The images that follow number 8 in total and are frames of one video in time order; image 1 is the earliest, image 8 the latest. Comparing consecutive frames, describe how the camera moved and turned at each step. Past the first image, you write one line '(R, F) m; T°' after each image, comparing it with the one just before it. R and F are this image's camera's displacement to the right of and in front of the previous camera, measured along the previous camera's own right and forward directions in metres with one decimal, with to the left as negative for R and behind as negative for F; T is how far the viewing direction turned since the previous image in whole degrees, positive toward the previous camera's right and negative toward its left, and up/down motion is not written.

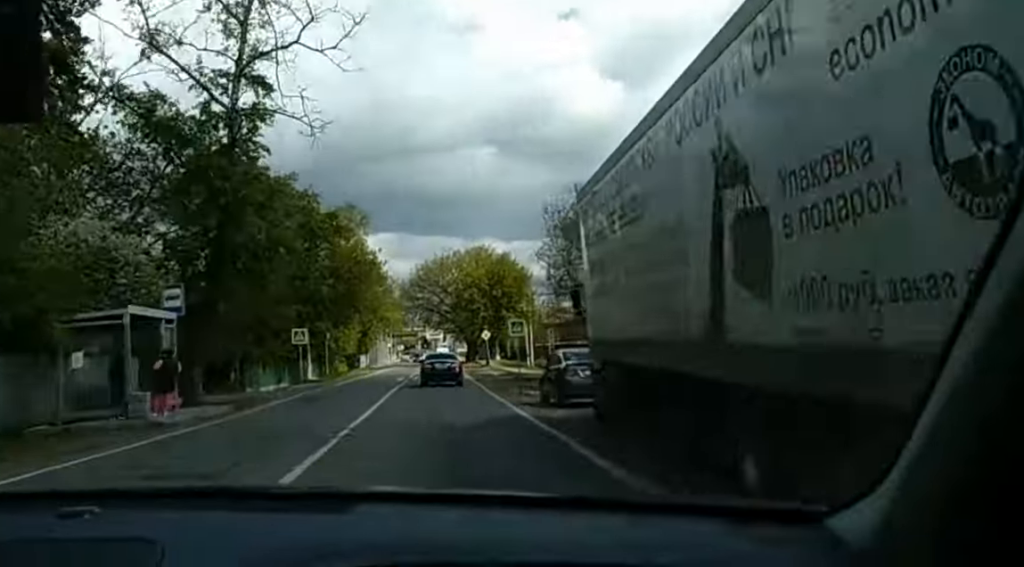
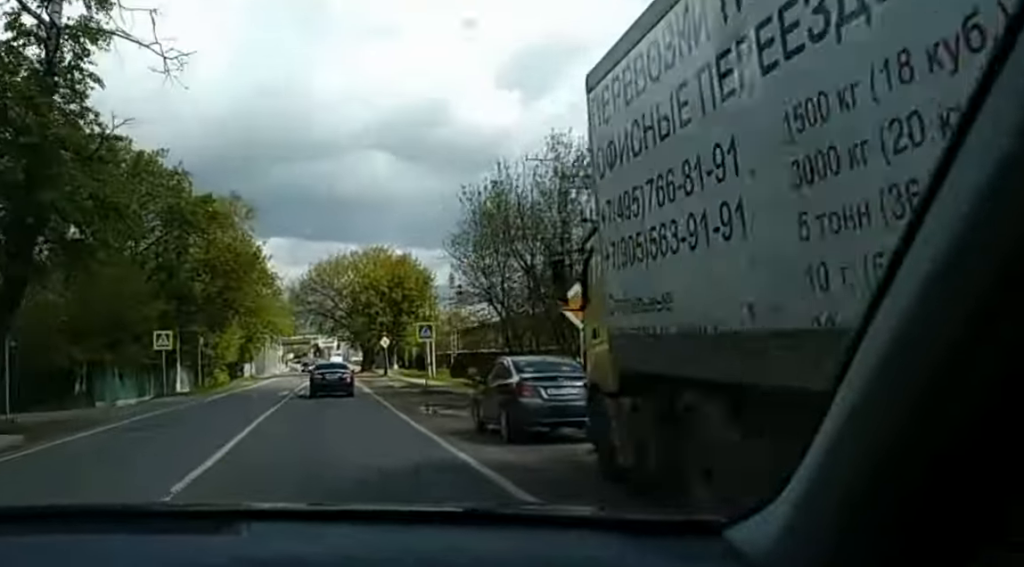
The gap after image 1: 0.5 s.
(-0.1, +6.1) m; +1°
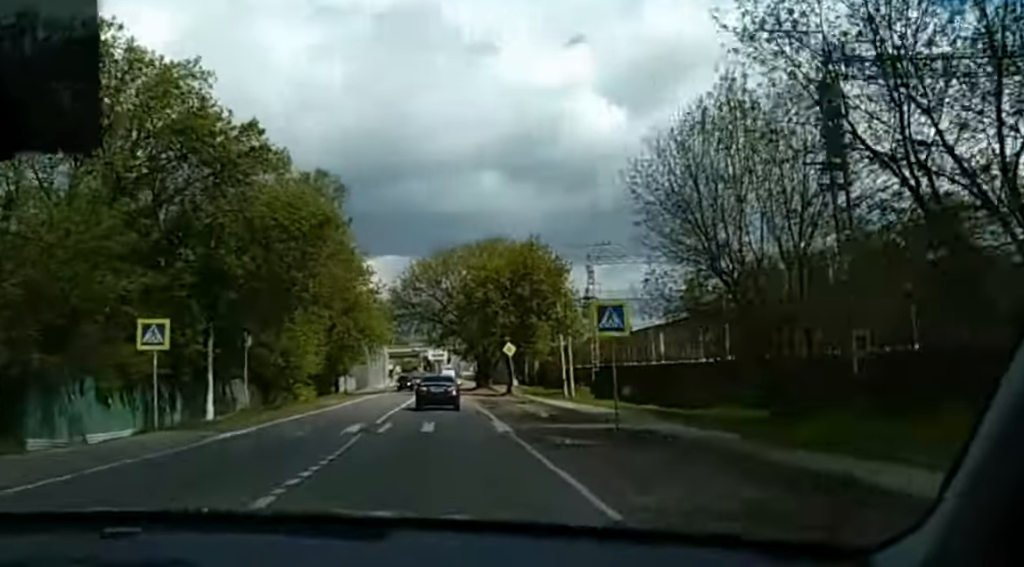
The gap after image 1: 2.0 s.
(+0.3, +18.0) m; 0°
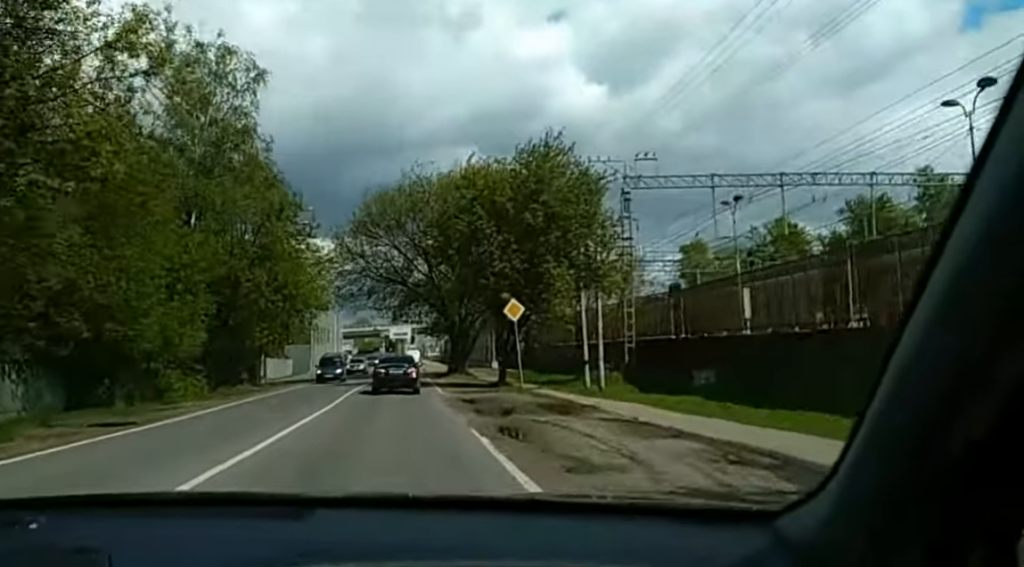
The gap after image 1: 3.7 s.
(-0.4, +24.6) m; 0°
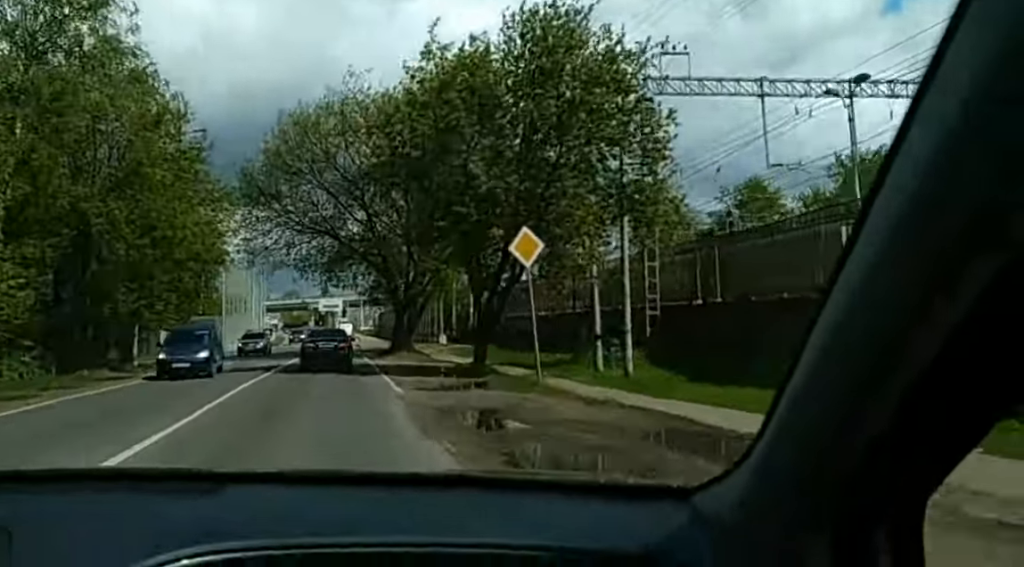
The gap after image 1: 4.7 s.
(+0.2, +15.1) m; +1°
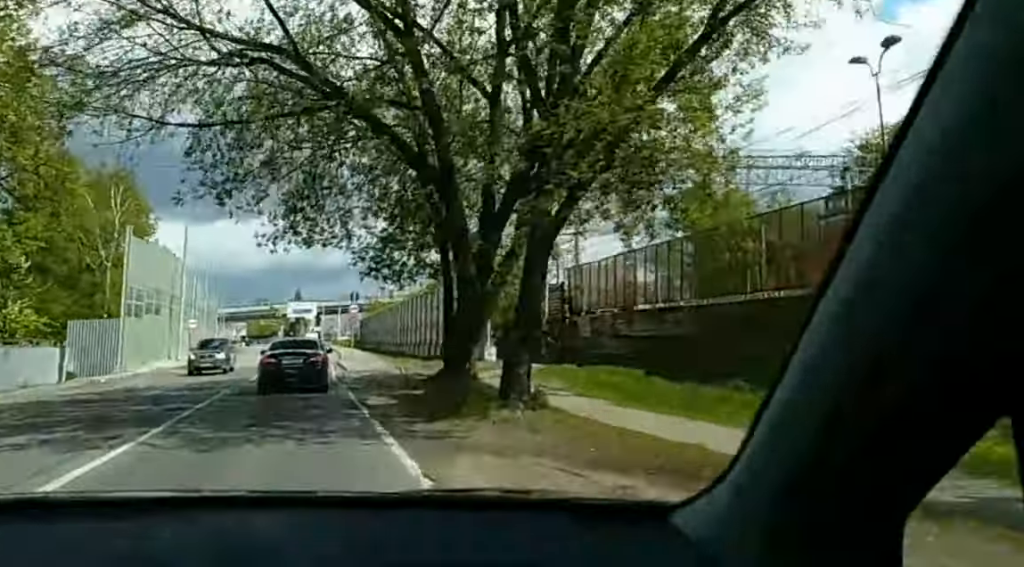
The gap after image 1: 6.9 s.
(+0.4, +34.3) m; +1°
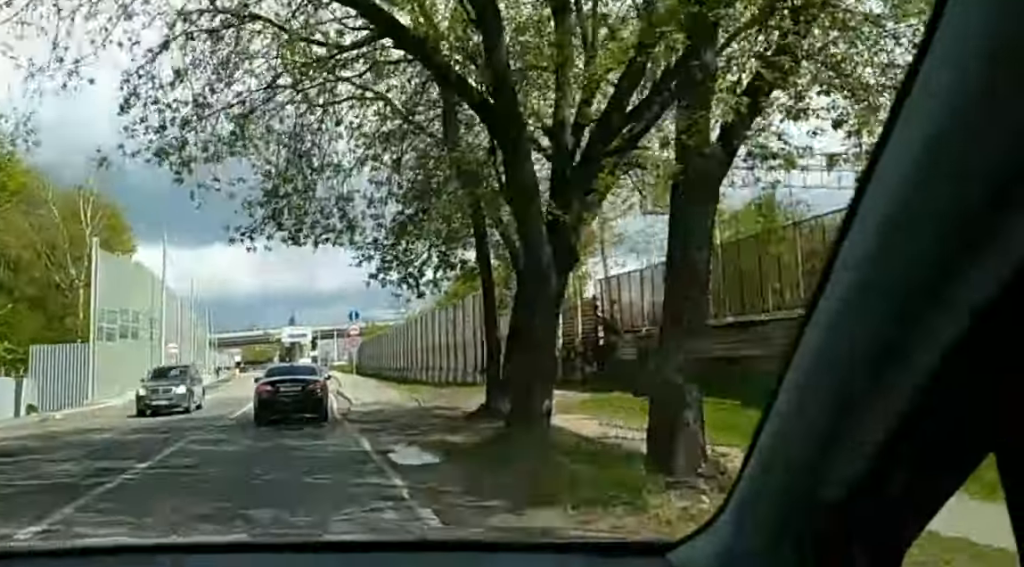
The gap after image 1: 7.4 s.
(-0.1, +6.8) m; 0°
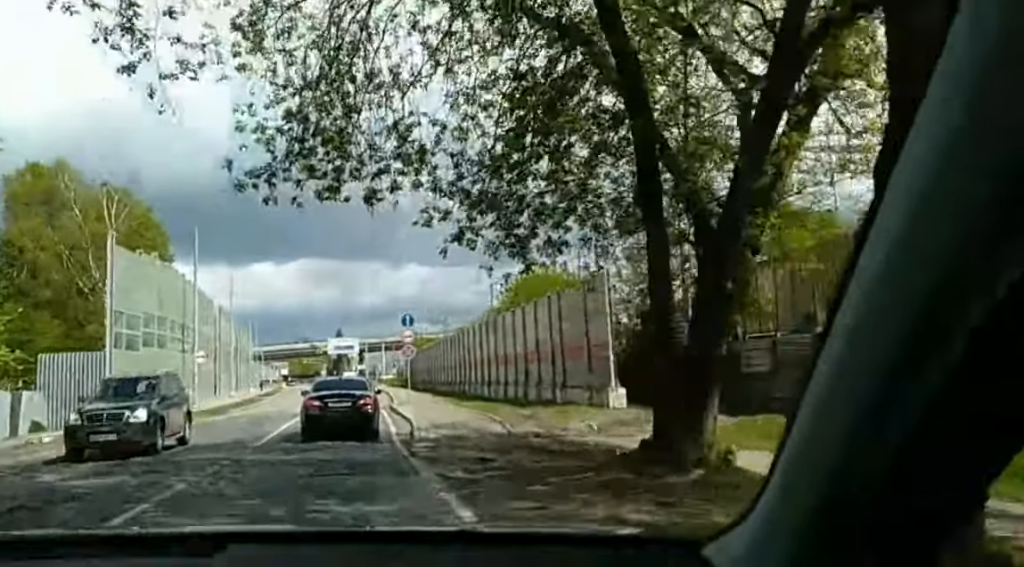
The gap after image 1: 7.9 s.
(0.0, +8.0) m; 0°
